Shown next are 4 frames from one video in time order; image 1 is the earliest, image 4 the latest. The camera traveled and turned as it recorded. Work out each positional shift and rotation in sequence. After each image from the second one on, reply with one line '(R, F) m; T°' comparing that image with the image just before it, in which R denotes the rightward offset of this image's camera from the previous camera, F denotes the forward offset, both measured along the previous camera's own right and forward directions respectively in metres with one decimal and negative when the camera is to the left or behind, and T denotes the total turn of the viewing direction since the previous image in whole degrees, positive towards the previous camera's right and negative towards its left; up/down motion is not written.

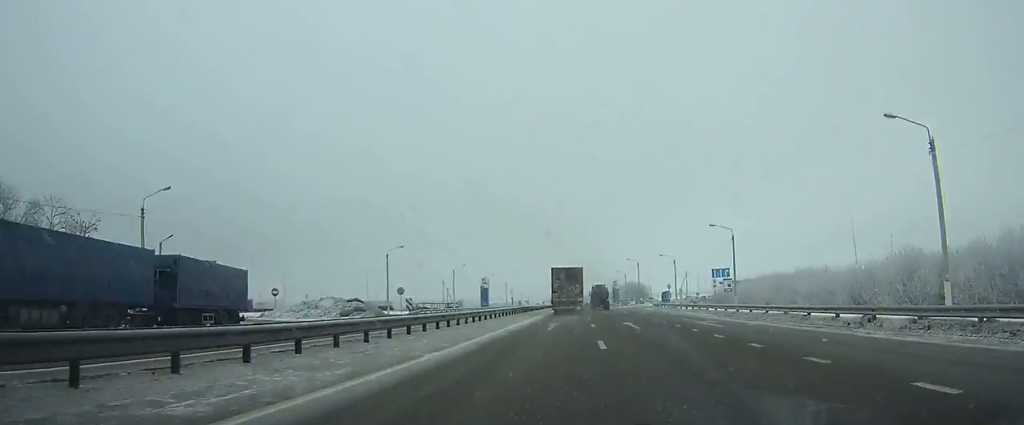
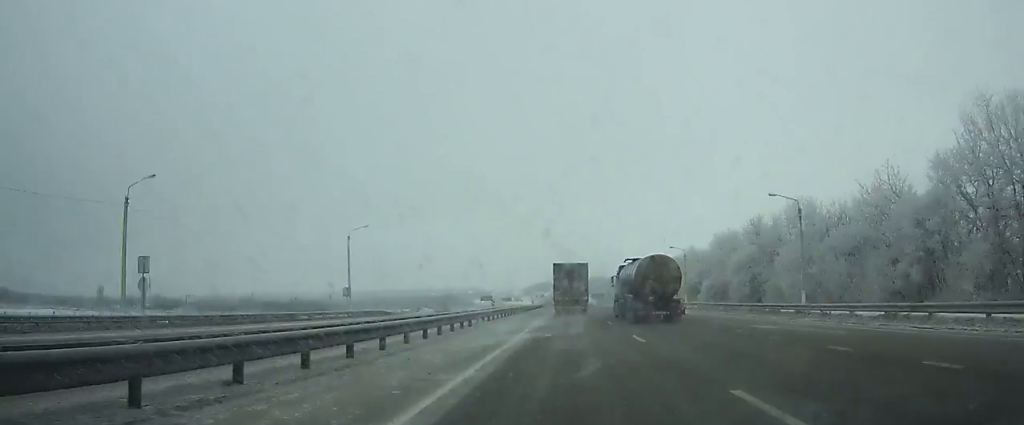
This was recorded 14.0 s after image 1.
(+4.8, +346.8) m; +1°
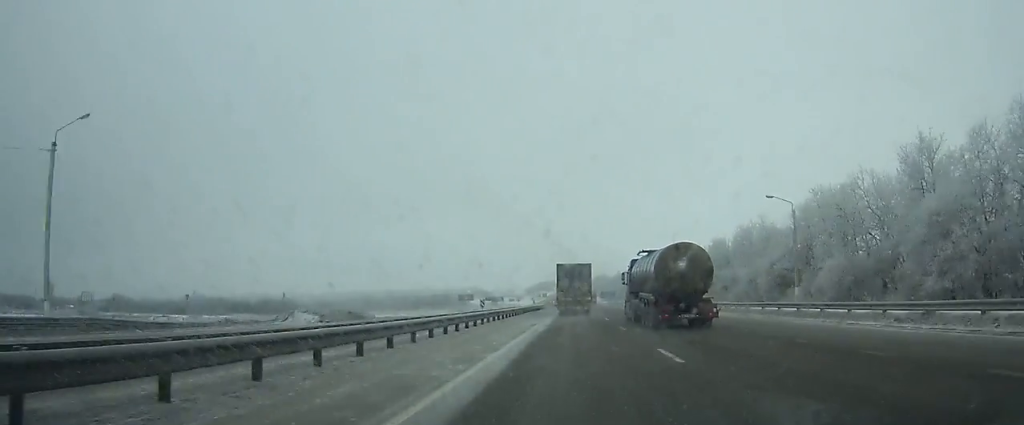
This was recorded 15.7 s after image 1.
(0.0, +42.3) m; 0°
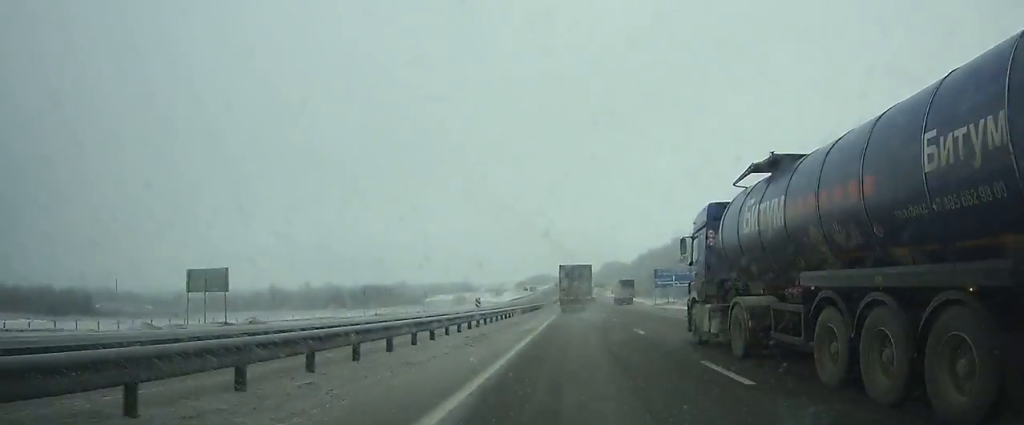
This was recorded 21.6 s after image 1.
(0.0, +146.4) m; 0°
